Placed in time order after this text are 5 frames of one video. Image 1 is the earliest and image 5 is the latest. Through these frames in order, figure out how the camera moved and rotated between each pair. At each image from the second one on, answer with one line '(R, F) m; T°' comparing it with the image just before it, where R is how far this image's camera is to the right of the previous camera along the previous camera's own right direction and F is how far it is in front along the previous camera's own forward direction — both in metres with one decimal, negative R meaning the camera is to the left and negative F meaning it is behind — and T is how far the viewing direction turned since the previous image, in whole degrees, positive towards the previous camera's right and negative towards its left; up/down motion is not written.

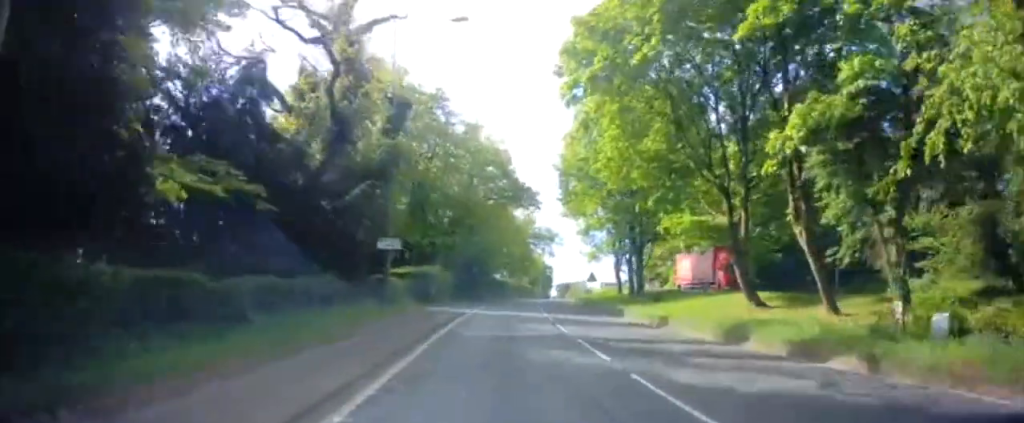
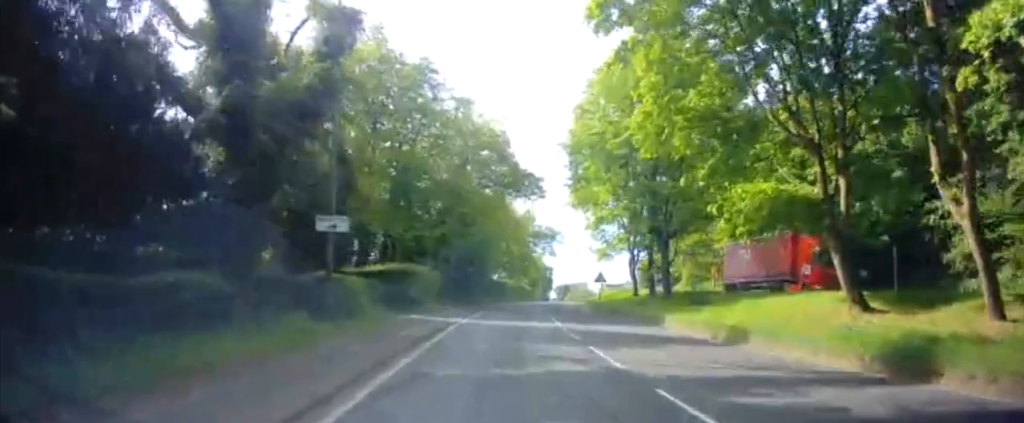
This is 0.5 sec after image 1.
(-0.1, +7.4) m; +1°
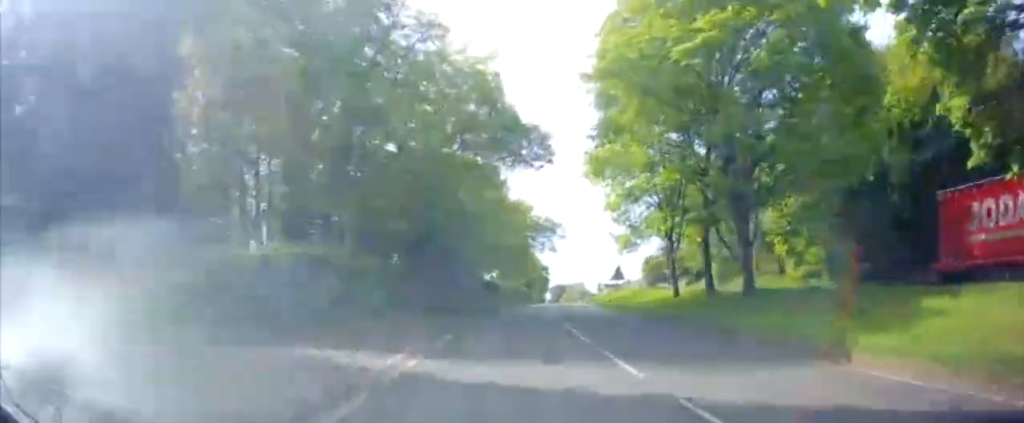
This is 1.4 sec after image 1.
(+0.2, +13.1) m; +1°
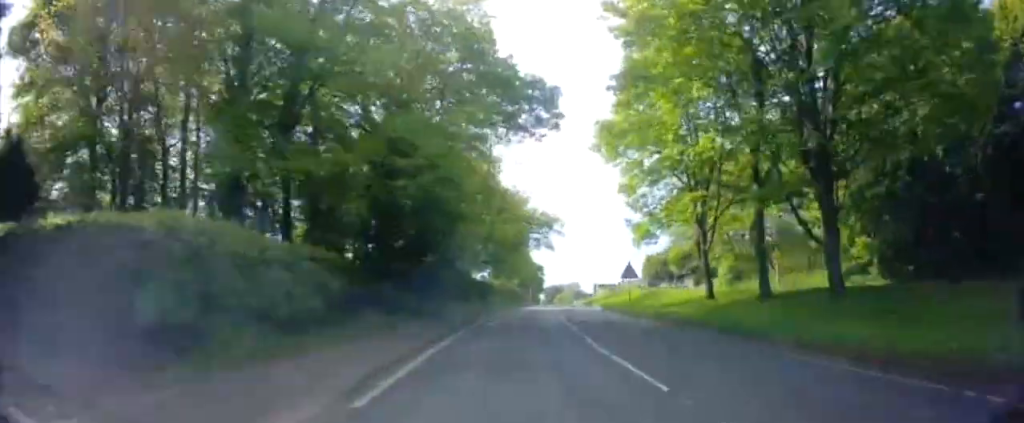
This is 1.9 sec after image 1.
(0.0, +7.2) m; +1°
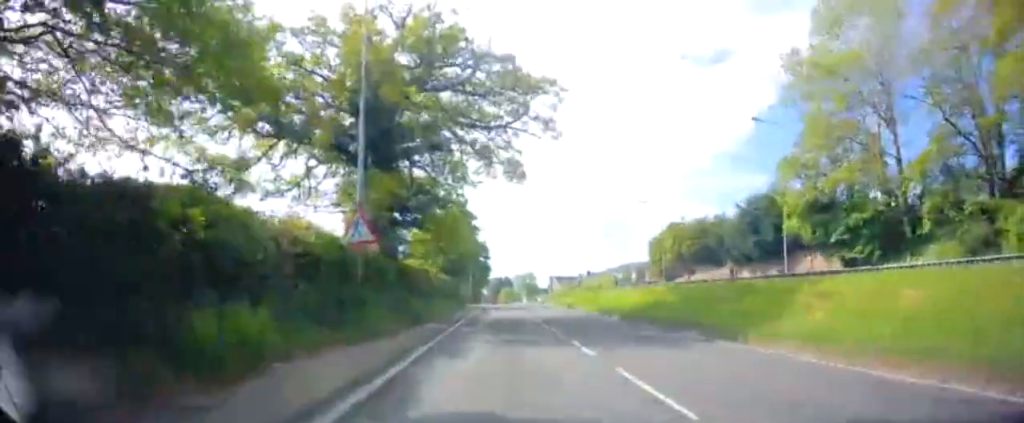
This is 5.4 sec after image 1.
(+3.3, +49.0) m; +7°
